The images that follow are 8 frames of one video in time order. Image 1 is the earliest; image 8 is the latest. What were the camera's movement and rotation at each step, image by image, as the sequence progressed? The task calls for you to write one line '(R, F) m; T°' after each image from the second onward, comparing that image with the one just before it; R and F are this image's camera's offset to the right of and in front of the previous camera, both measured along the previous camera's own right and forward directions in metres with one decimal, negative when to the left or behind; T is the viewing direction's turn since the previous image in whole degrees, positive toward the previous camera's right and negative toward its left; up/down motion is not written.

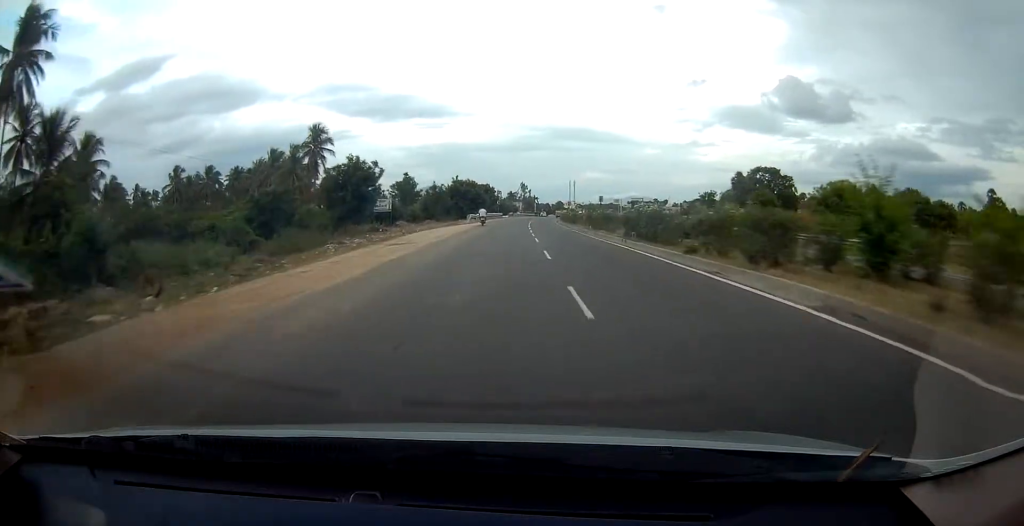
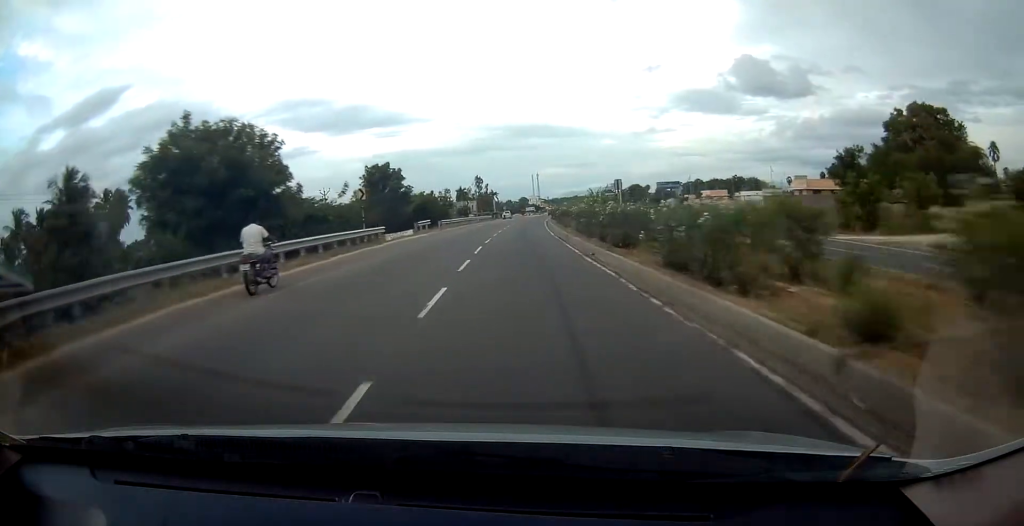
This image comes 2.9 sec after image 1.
(+2.4, +71.7) m; +4°
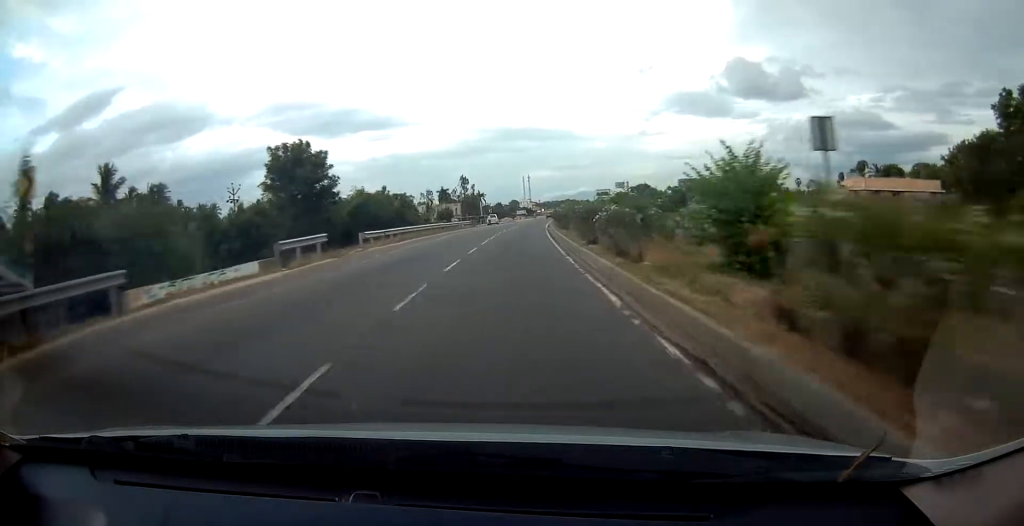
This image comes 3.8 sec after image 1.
(+0.3, +23.5) m; +1°
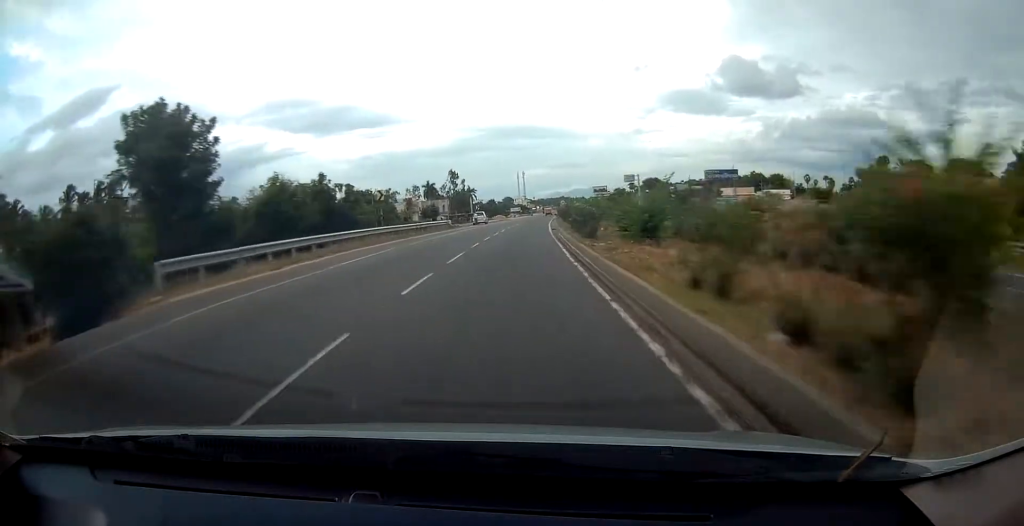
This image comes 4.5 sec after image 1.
(+0.1, +16.9) m; +1°
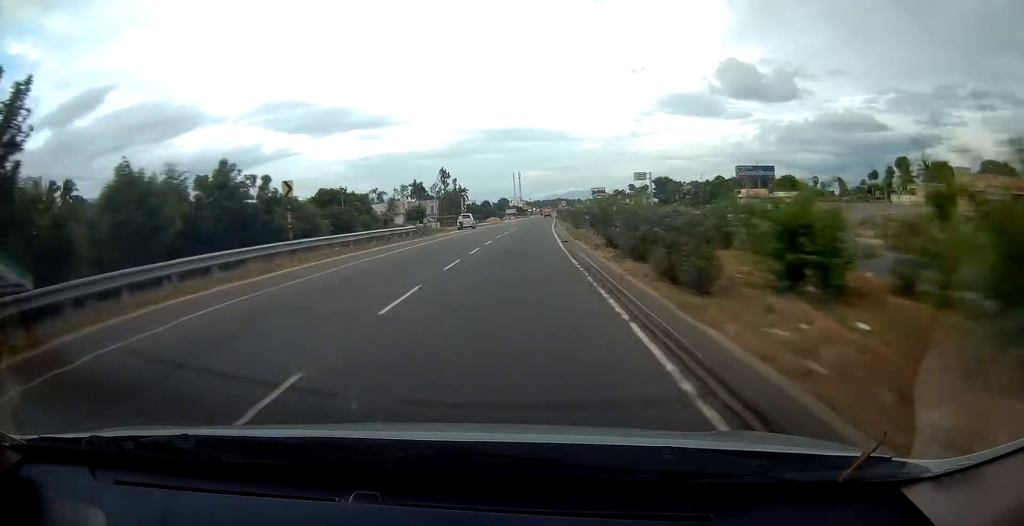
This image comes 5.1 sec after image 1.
(0.0, +13.6) m; 0°
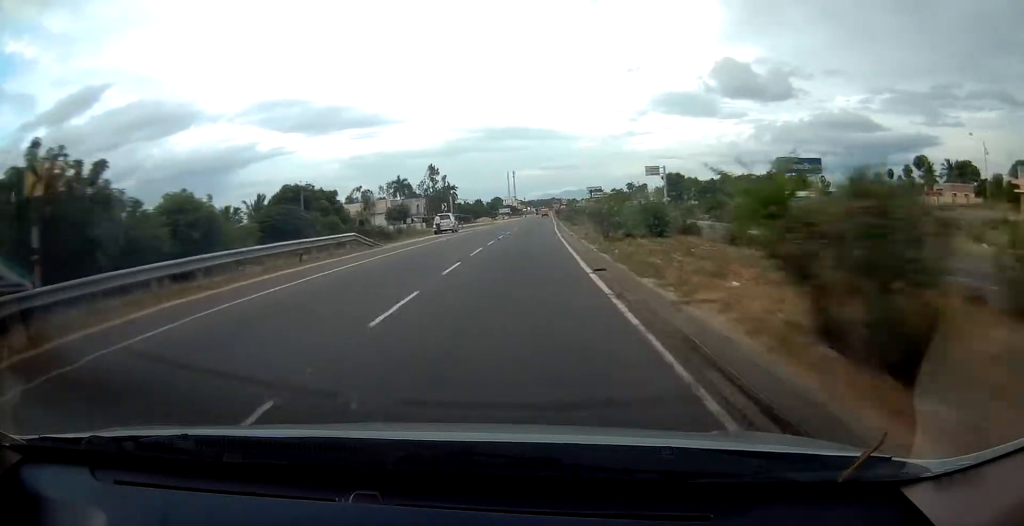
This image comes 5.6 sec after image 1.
(+0.1, +12.9) m; 0°
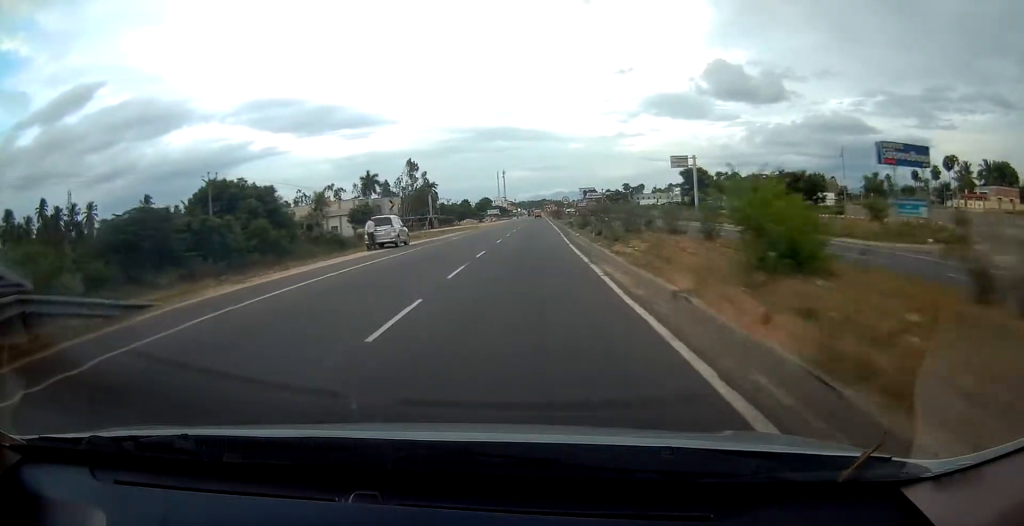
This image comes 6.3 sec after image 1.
(+0.1, +18.8) m; +1°
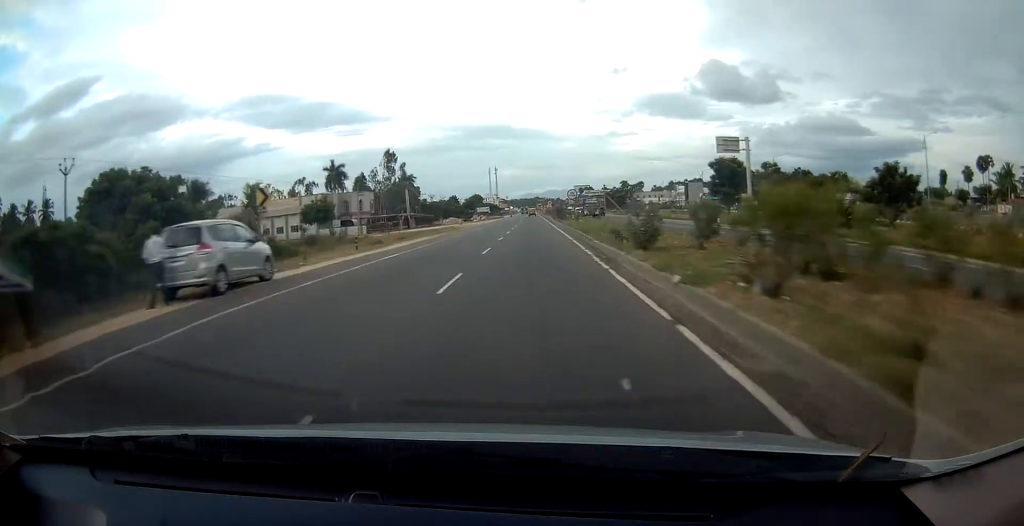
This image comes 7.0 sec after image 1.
(0.0, +17.6) m; +1°
